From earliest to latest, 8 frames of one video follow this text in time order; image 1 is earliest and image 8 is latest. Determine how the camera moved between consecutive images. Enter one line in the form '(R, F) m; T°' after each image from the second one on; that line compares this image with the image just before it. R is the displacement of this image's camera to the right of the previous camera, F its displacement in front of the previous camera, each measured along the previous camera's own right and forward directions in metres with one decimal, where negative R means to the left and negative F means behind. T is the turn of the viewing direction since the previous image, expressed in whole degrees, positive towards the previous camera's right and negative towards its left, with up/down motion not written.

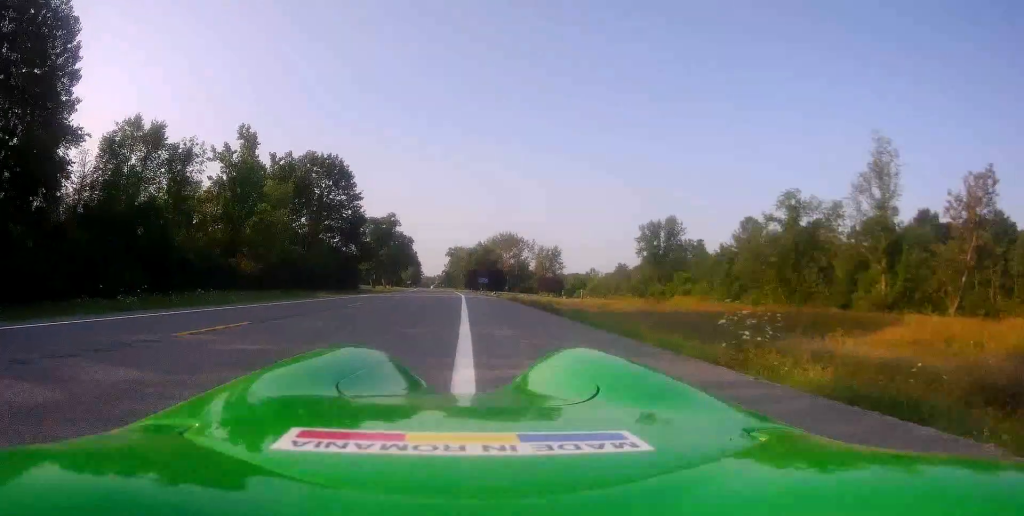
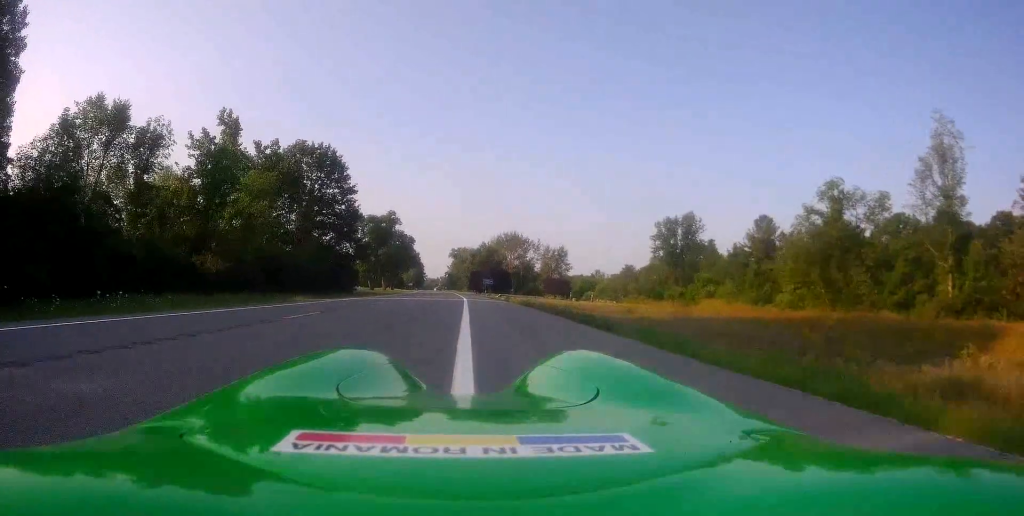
(-0.1, +6.8) m; -1°
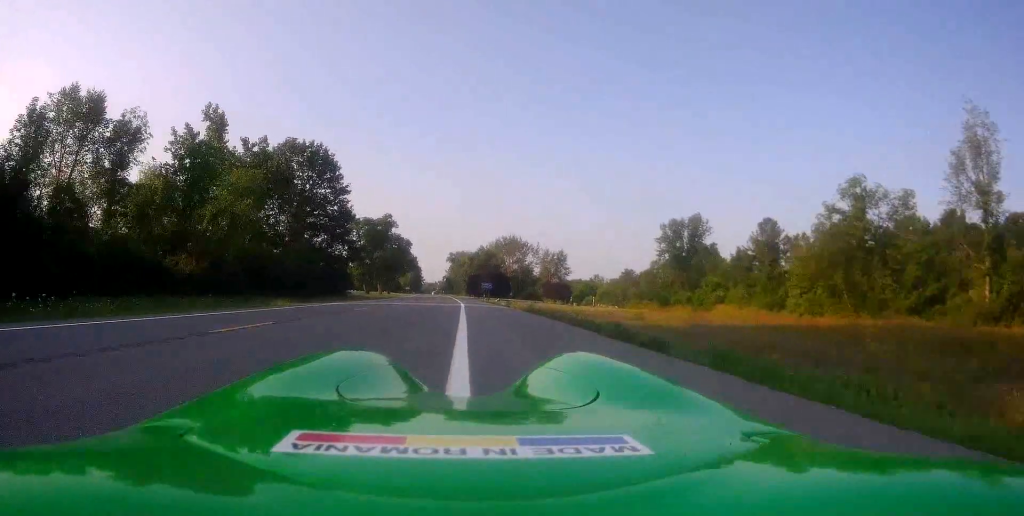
(0.0, +3.8) m; 0°
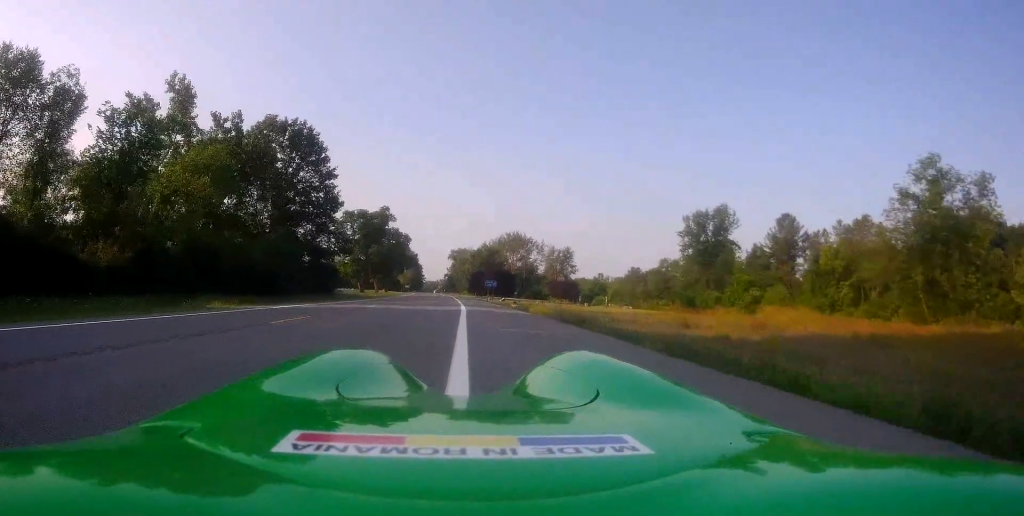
(0.0, +9.1) m; 0°
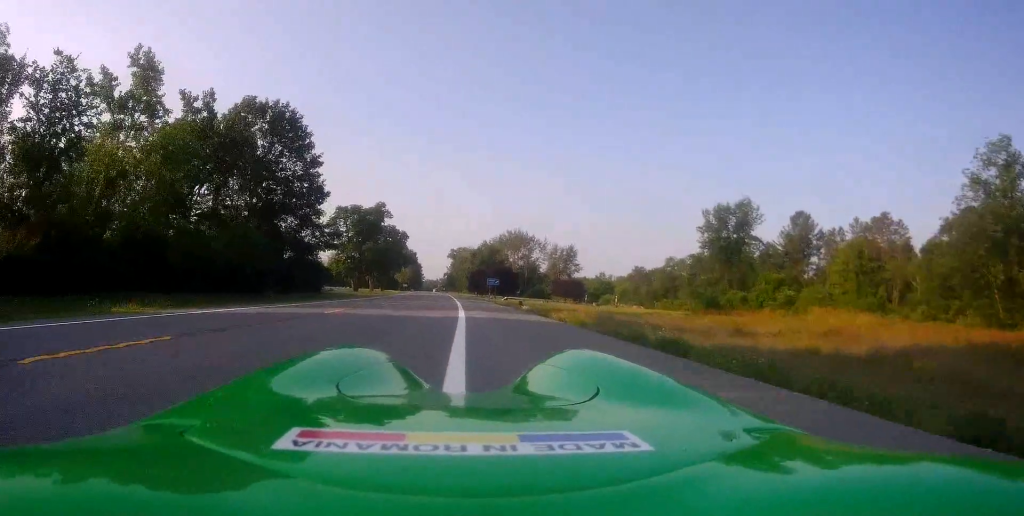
(0.0, +7.4) m; 0°
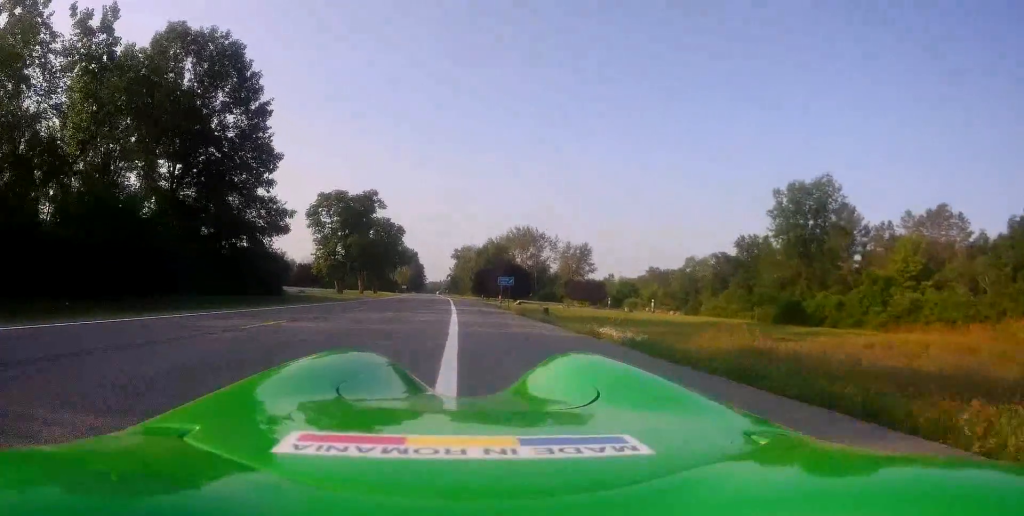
(0.0, +18.3) m; 0°
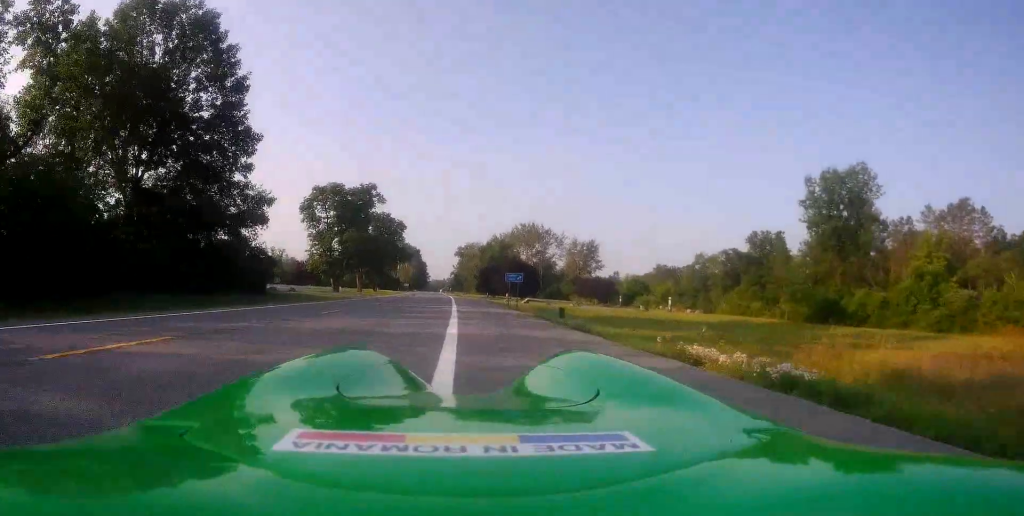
(0.0, +5.6) m; -1°
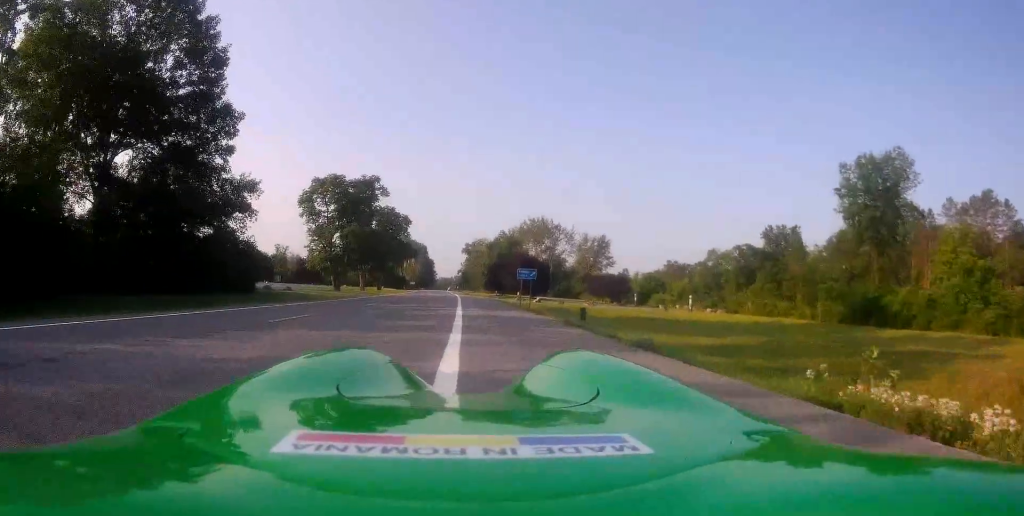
(+0.1, +4.8) m; -1°
